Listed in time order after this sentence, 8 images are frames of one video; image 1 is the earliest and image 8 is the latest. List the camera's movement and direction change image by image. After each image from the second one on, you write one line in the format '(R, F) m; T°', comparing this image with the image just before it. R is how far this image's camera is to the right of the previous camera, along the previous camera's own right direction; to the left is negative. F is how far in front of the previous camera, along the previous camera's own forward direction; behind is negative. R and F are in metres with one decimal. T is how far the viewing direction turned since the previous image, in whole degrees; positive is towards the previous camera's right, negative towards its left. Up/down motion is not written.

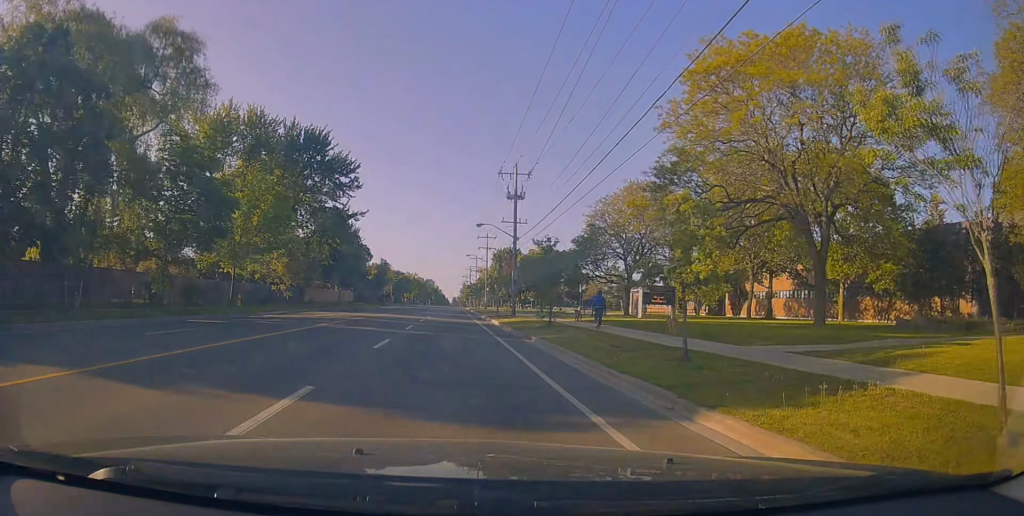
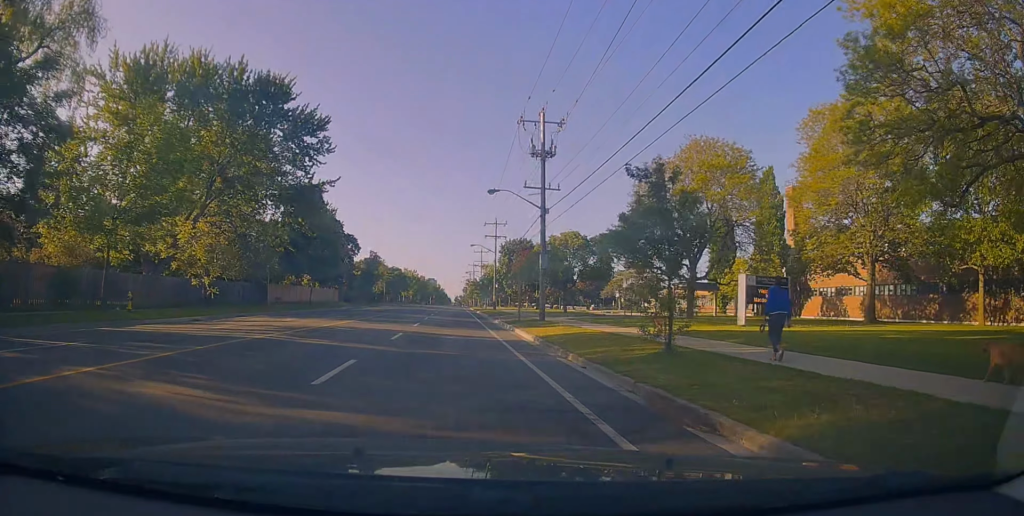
(+0.3, +15.0) m; -1°
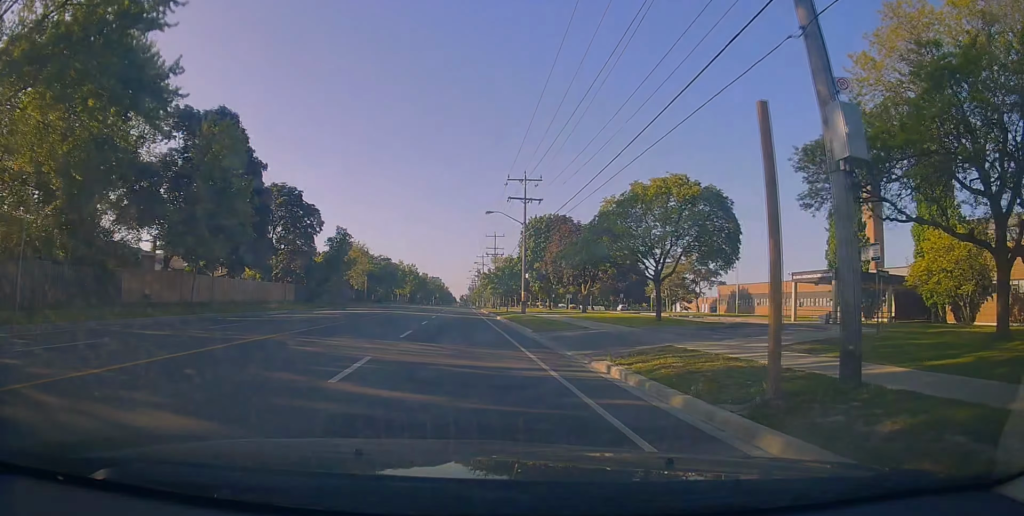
(+0.1, +27.2) m; +1°
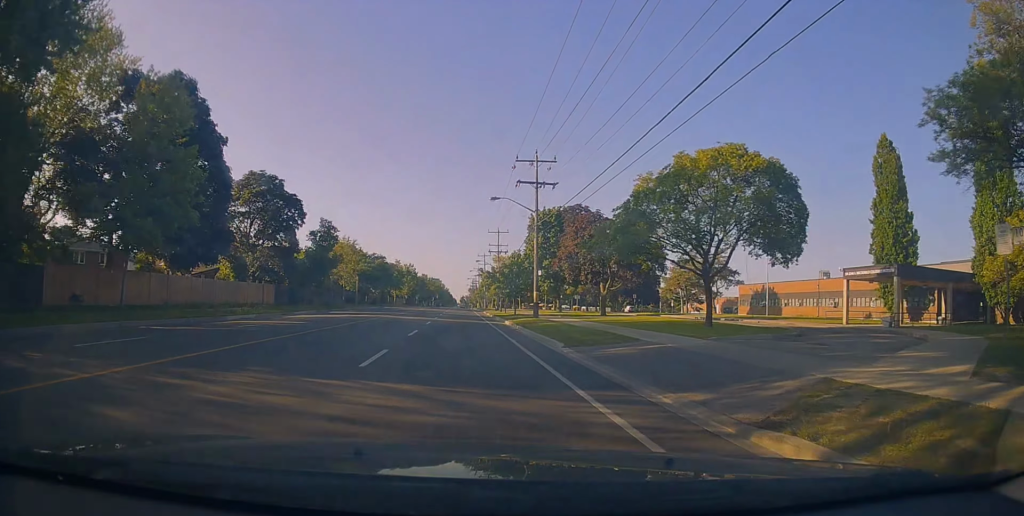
(-0.1, +6.9) m; -1°
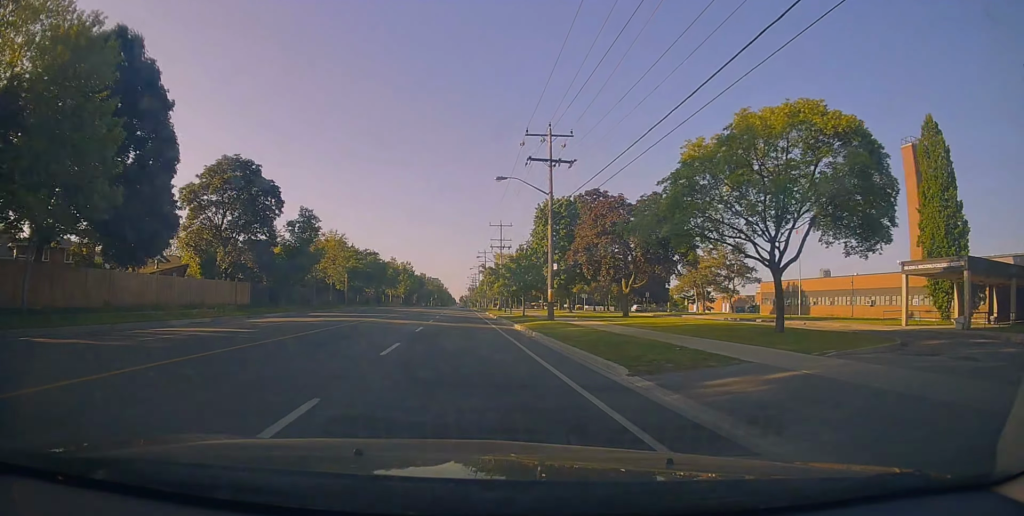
(0.0, +6.8) m; -1°
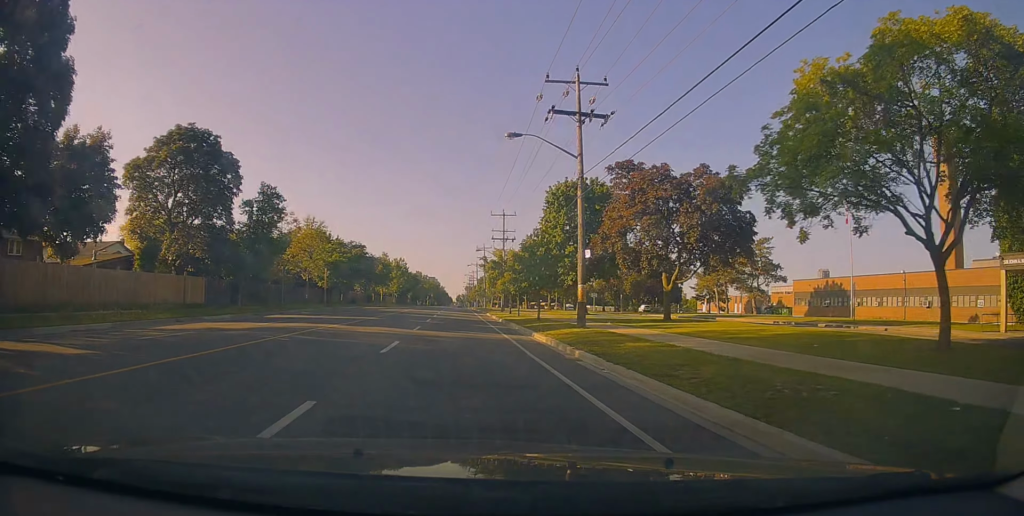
(-0.2, +8.8) m; -1°
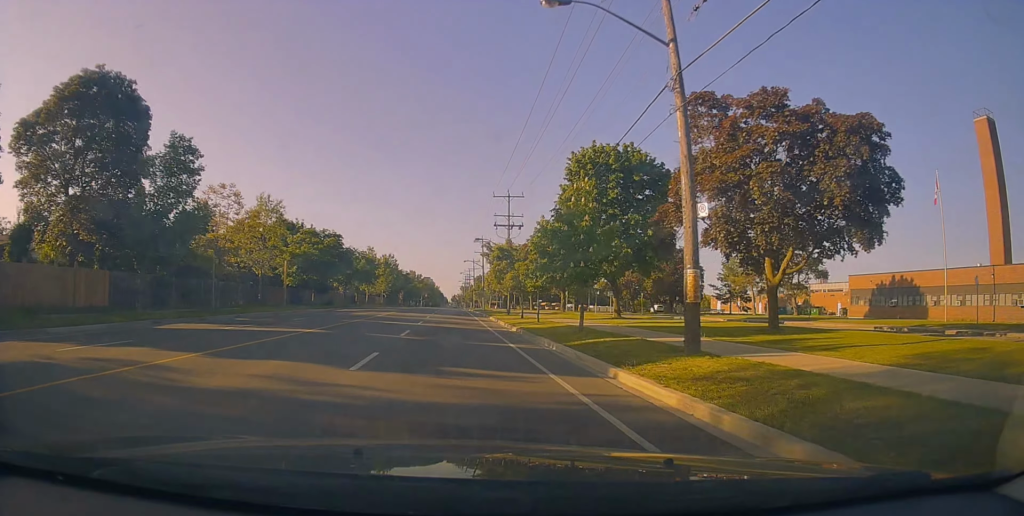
(0.0, +11.7) m; +1°
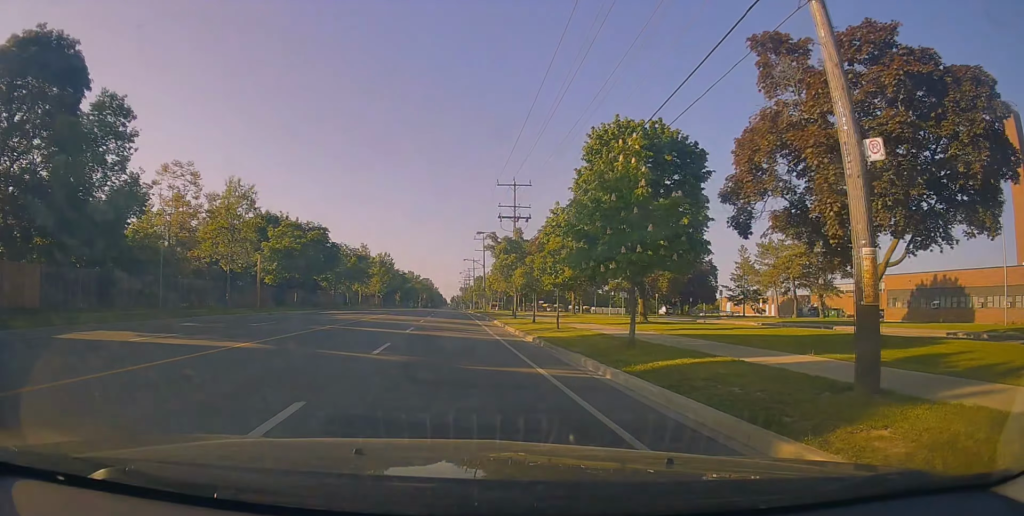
(0.0, +5.9) m; +1°
